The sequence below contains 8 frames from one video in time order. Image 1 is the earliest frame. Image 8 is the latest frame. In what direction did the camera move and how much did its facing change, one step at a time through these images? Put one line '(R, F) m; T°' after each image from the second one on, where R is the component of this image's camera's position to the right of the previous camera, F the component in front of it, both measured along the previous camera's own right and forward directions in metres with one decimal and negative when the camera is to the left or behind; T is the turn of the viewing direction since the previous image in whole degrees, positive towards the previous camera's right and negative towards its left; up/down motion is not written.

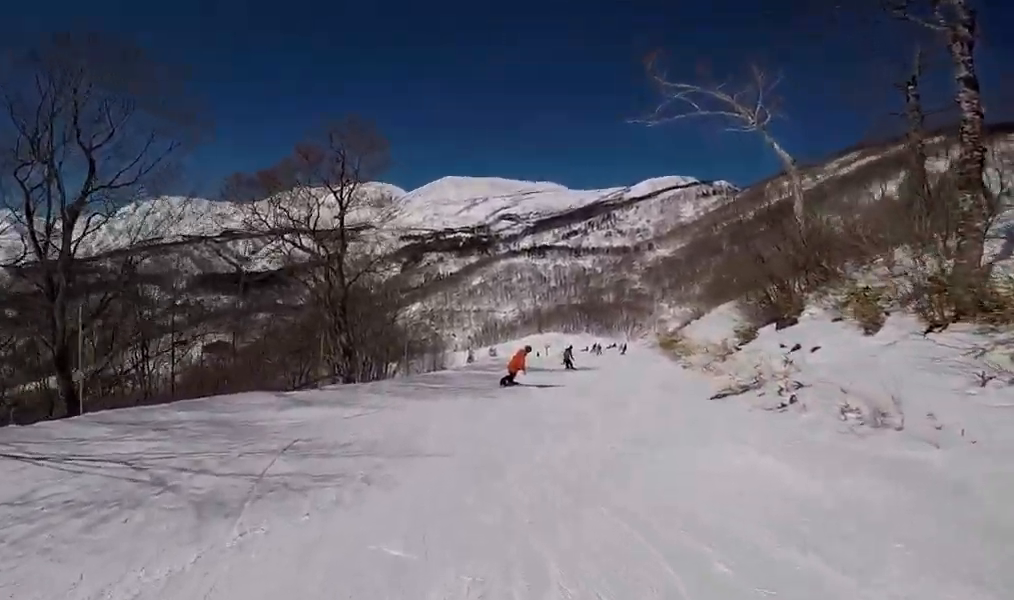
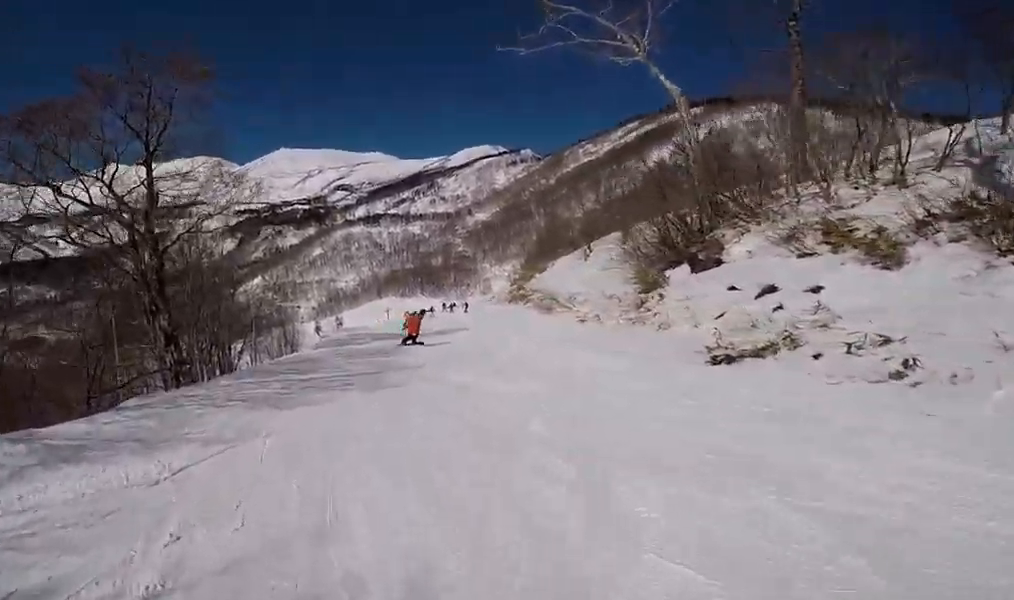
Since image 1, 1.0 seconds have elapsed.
(-0.6, +4.1) m; +1°
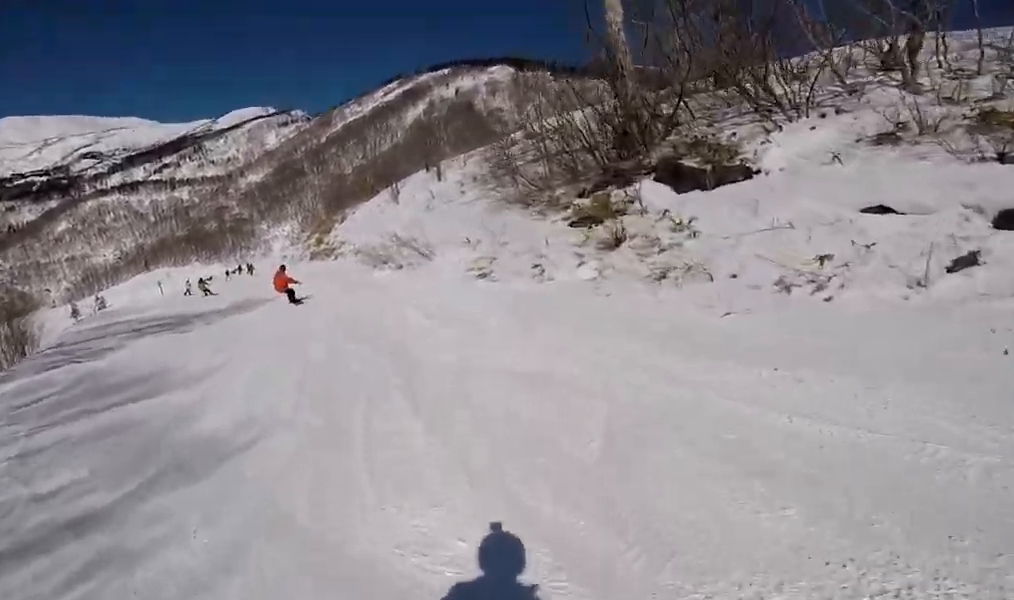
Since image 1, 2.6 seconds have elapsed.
(+2.6, +7.0) m; +31°
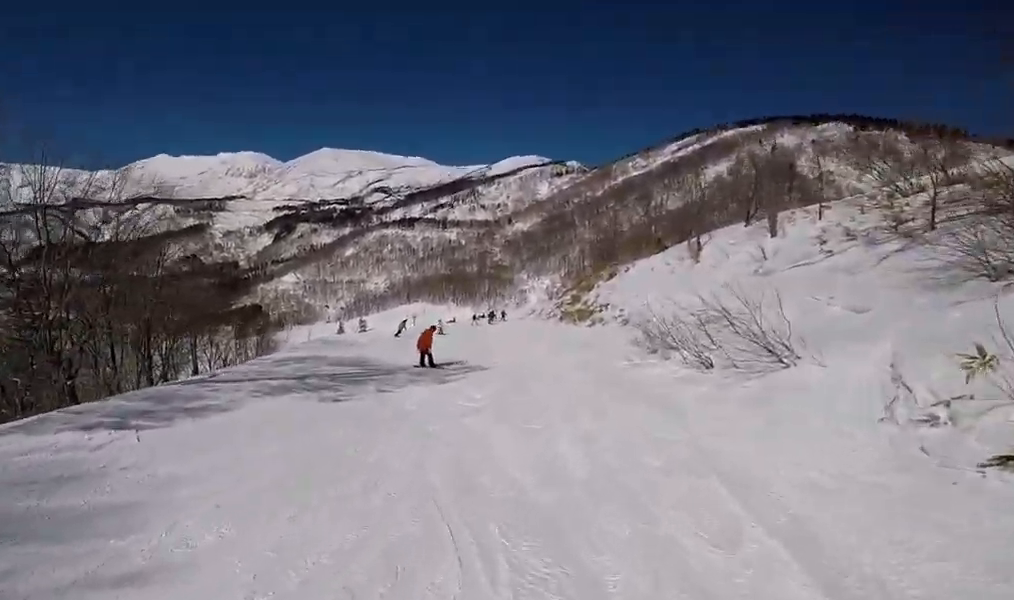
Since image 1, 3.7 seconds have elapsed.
(+0.4, +5.7) m; -7°
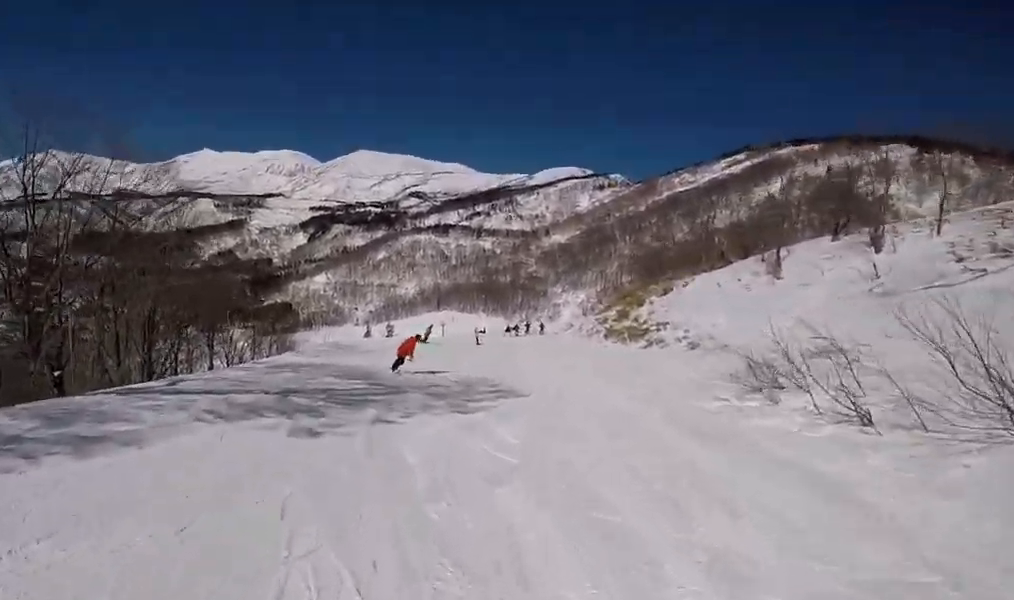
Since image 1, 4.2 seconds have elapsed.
(-0.1, +2.9) m; -9°
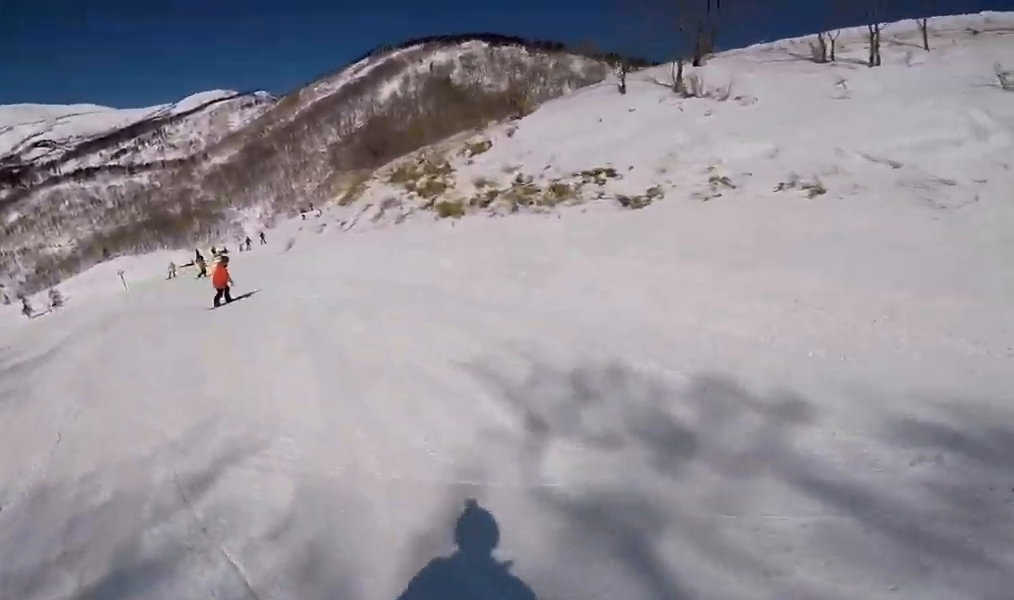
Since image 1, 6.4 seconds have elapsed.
(-1.1, +11.5) m; +12°
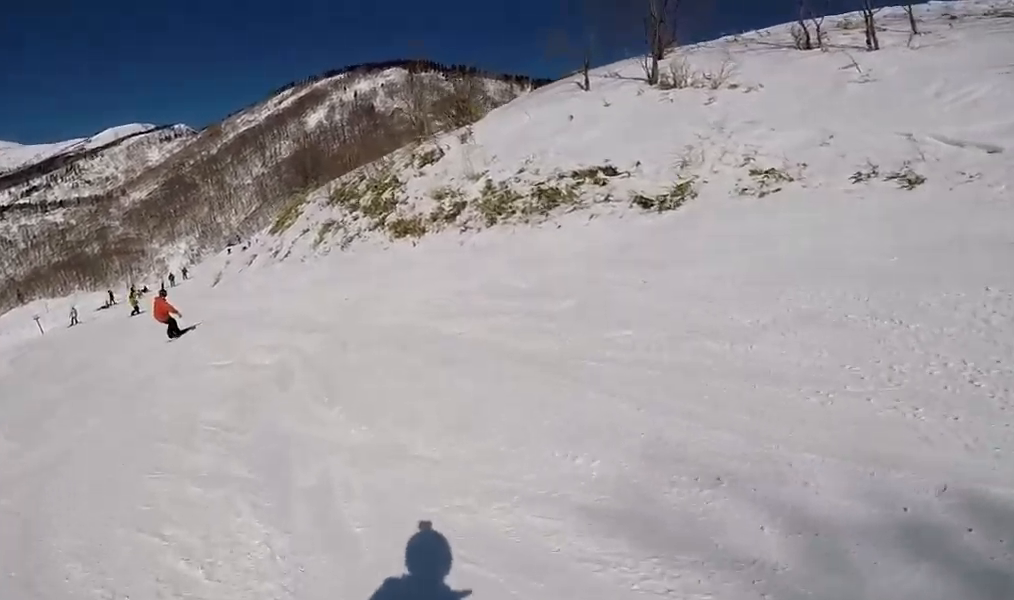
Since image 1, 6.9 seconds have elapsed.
(+0.2, +2.6) m; +15°
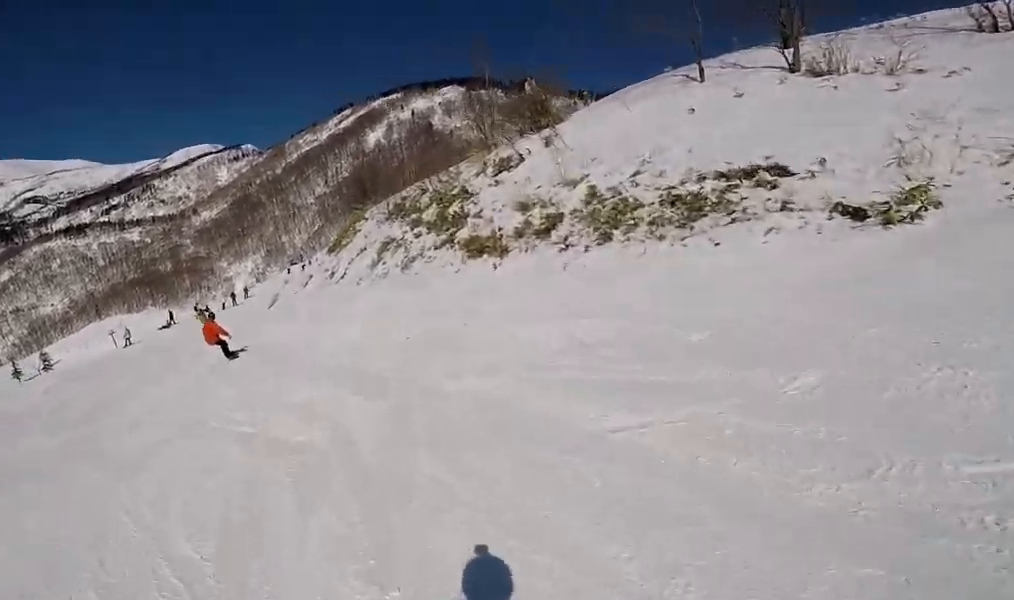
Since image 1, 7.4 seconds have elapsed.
(+0.4, +2.4) m; +1°
